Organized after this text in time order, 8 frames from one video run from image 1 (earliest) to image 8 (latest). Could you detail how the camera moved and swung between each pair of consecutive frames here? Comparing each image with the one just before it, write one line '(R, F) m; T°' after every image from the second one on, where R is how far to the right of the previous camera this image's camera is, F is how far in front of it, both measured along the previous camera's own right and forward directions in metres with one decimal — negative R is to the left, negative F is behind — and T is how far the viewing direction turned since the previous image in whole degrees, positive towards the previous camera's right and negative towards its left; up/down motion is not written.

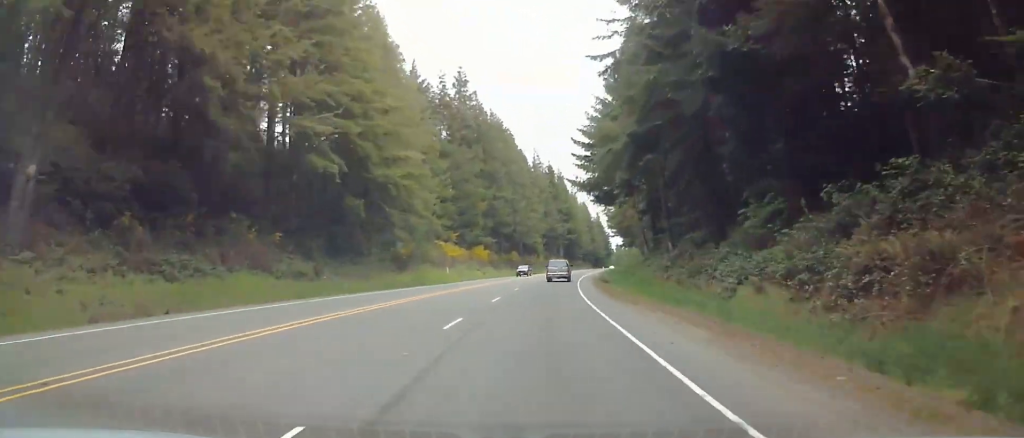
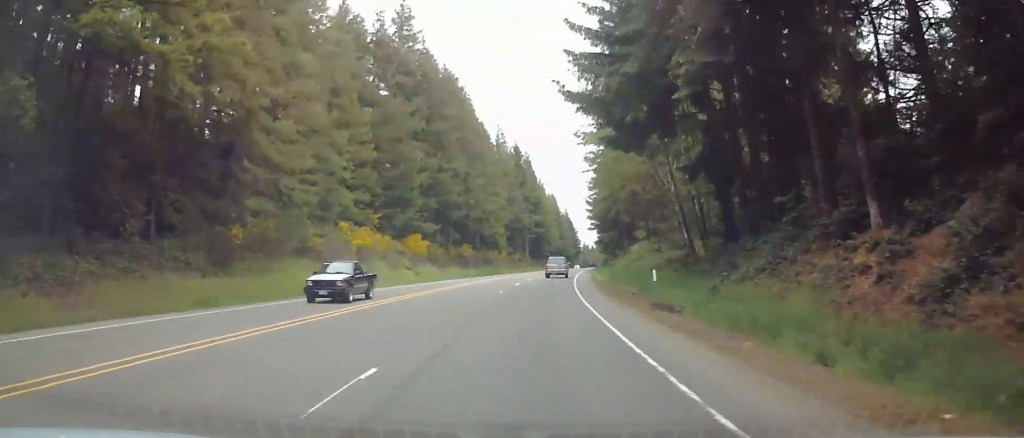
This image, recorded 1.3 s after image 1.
(+1.1, +33.1) m; +3°
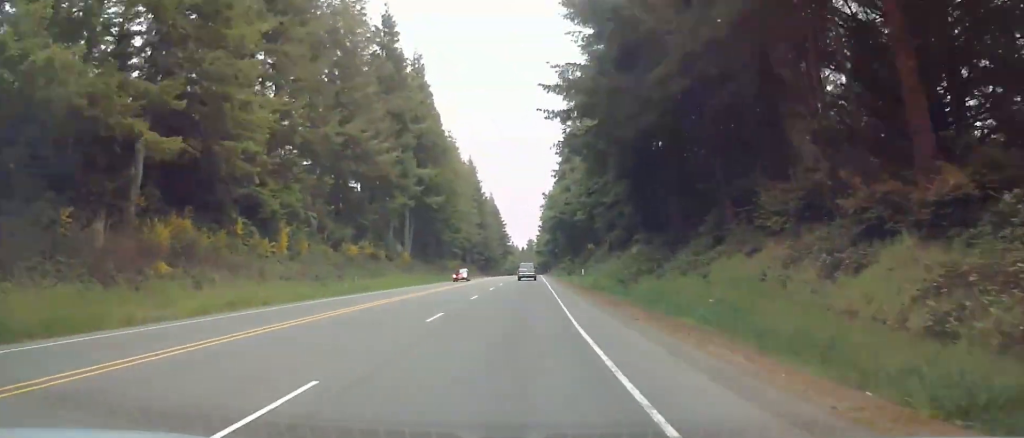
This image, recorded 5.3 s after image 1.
(+5.0, +99.0) m; +5°
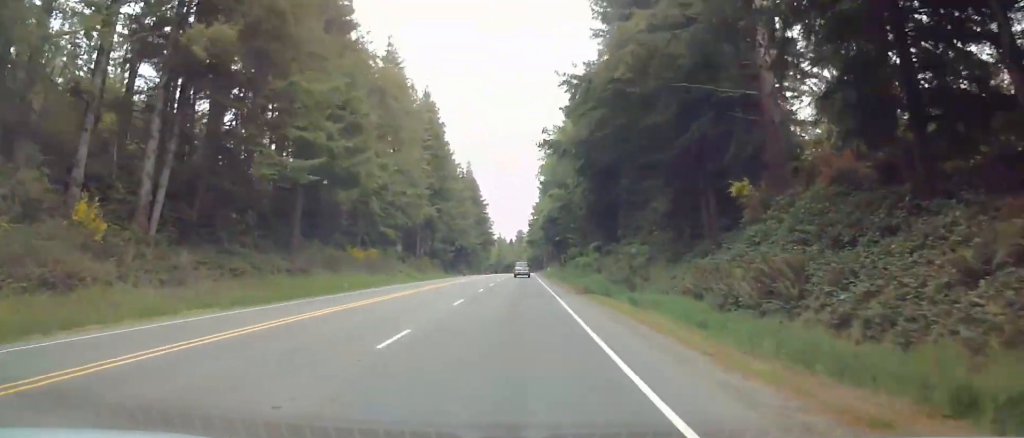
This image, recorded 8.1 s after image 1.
(+1.8, +67.2) m; +2°
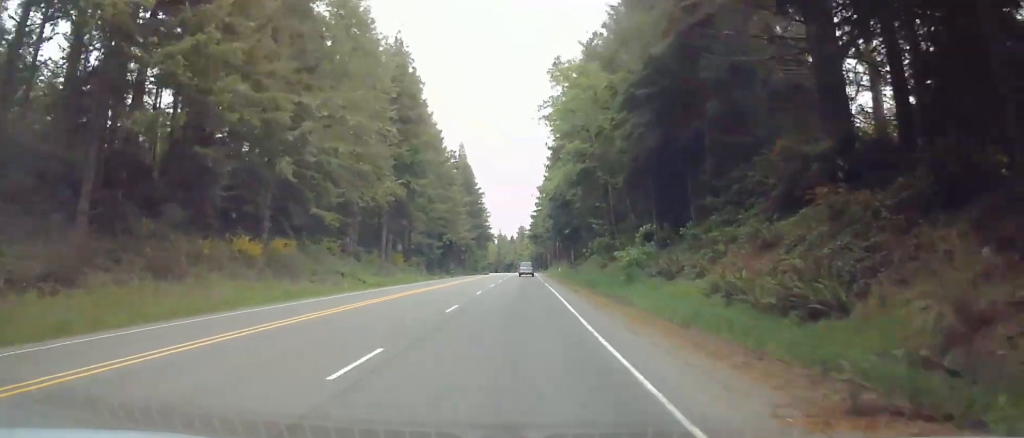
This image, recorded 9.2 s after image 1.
(0.0, +27.8) m; 0°
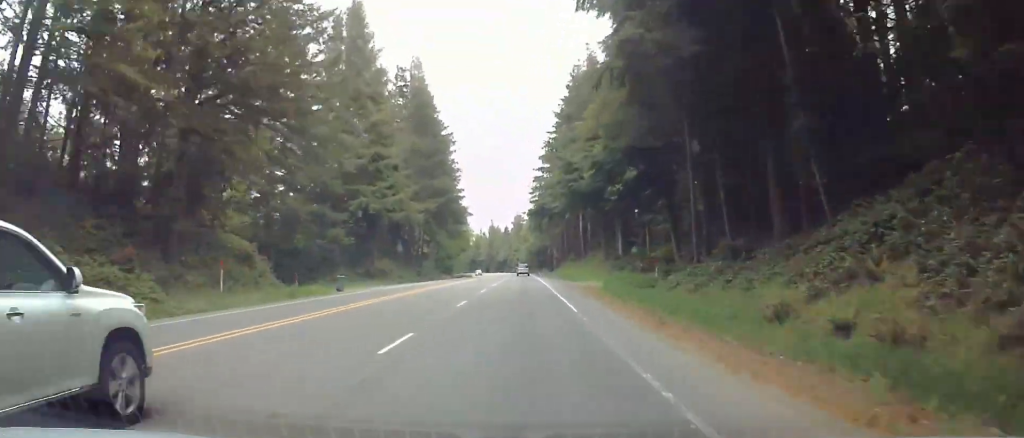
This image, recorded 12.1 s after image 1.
(+1.2, +71.7) m; +2°
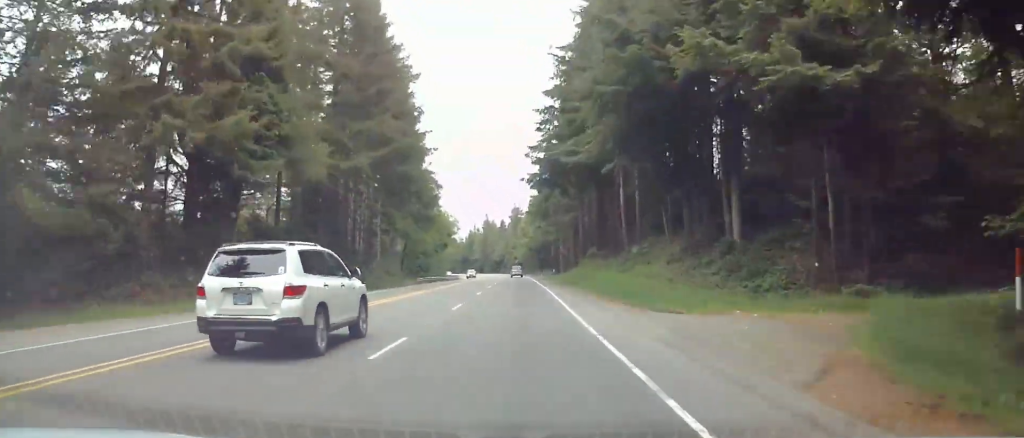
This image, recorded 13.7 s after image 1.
(+0.2, +37.5) m; +1°
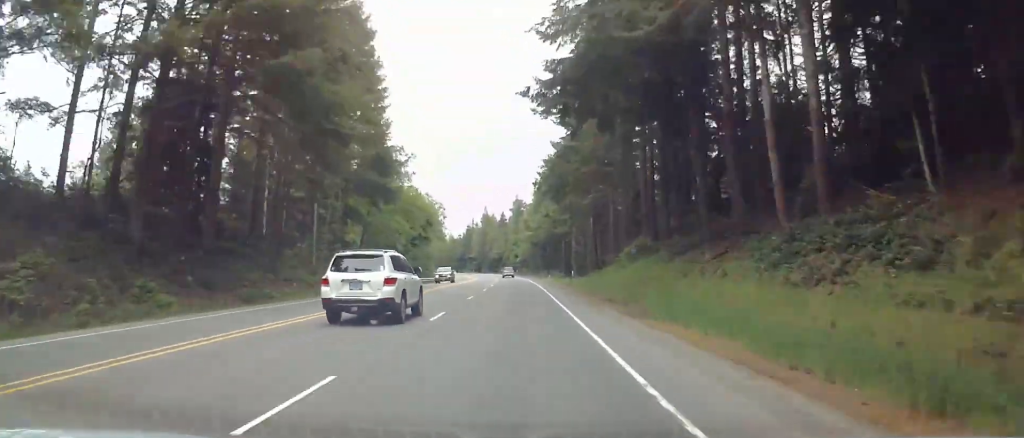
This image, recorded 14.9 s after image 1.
(-0.1, +29.4) m; 0°
